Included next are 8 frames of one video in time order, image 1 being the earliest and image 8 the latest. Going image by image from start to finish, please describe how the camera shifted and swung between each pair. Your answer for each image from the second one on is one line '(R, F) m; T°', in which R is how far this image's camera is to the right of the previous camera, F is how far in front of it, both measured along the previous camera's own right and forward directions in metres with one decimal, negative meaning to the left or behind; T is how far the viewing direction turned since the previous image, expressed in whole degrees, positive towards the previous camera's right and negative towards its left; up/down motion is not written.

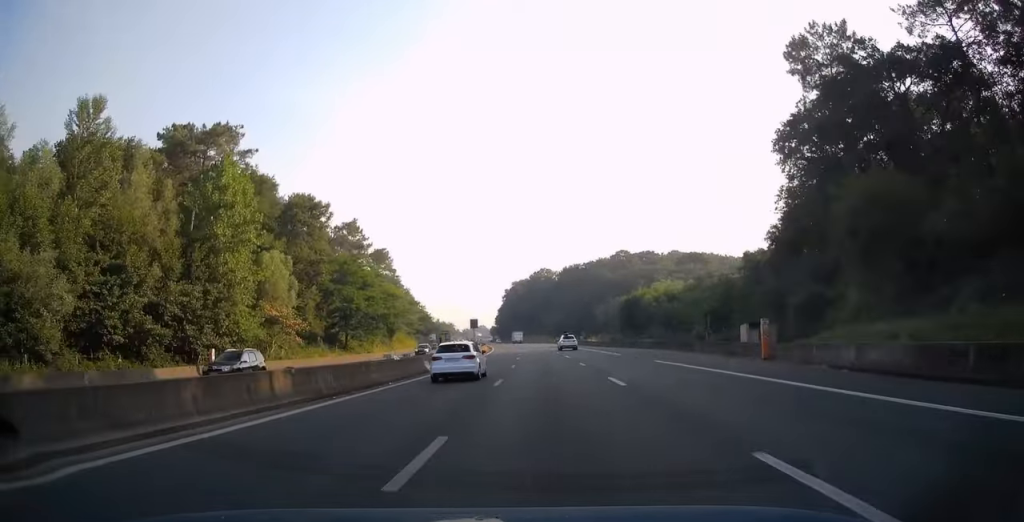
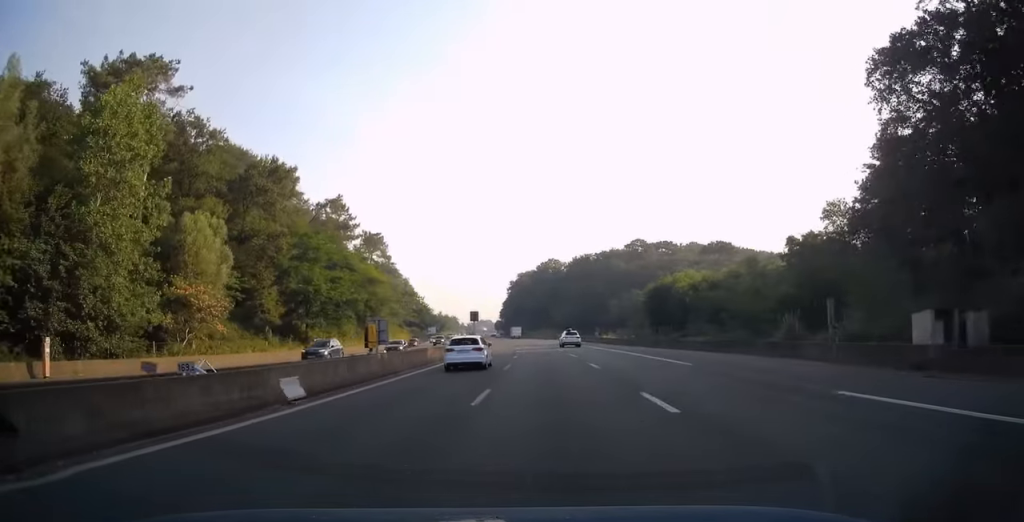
(-0.1, +19.1) m; -1°
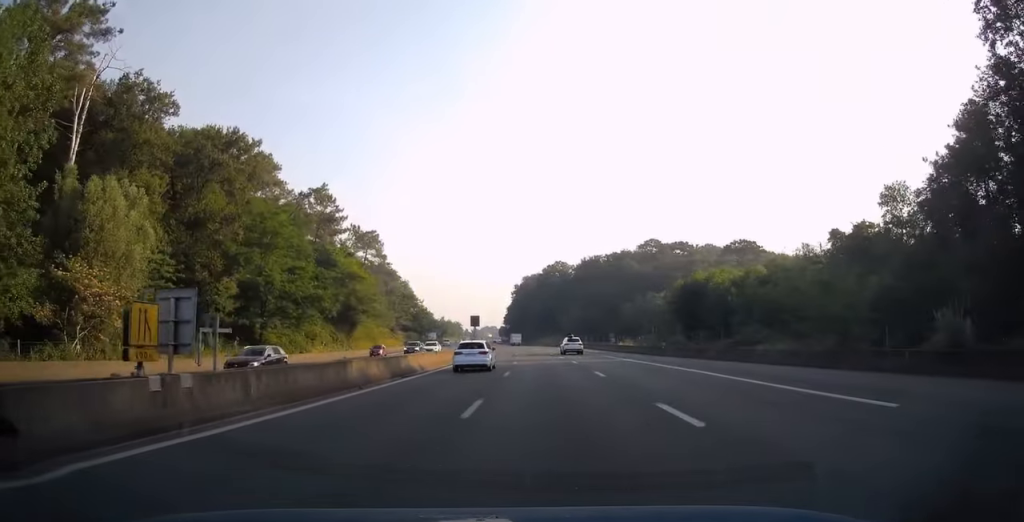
(-0.1, +14.7) m; -1°
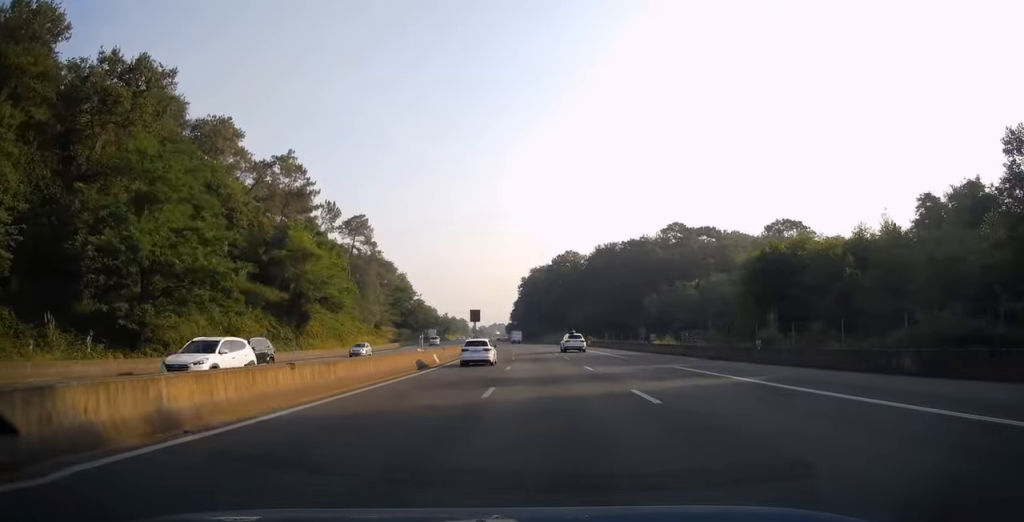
(-0.2, +22.5) m; -1°
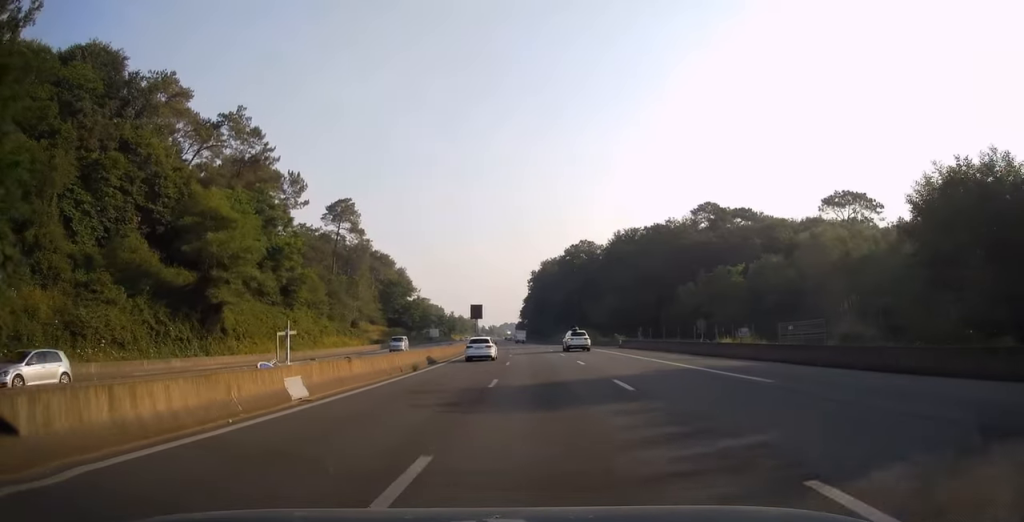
(-0.2, +23.0) m; -1°
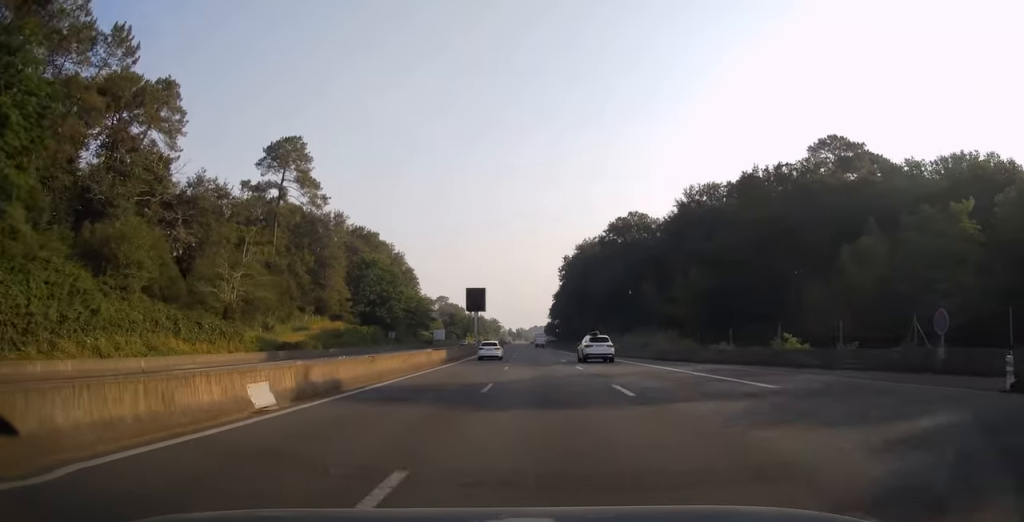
(-1.5, +53.1) m; -3°
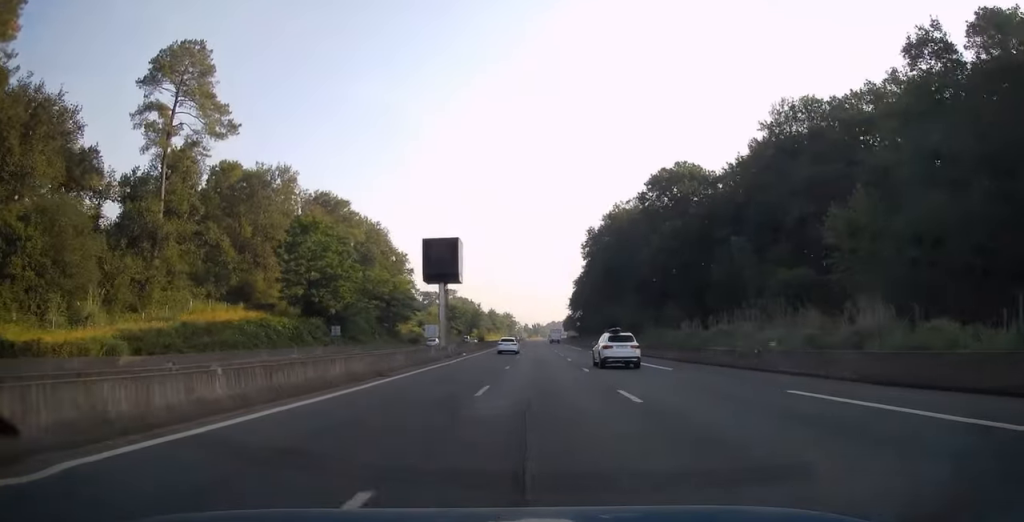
(-0.5, +40.1) m; -1°
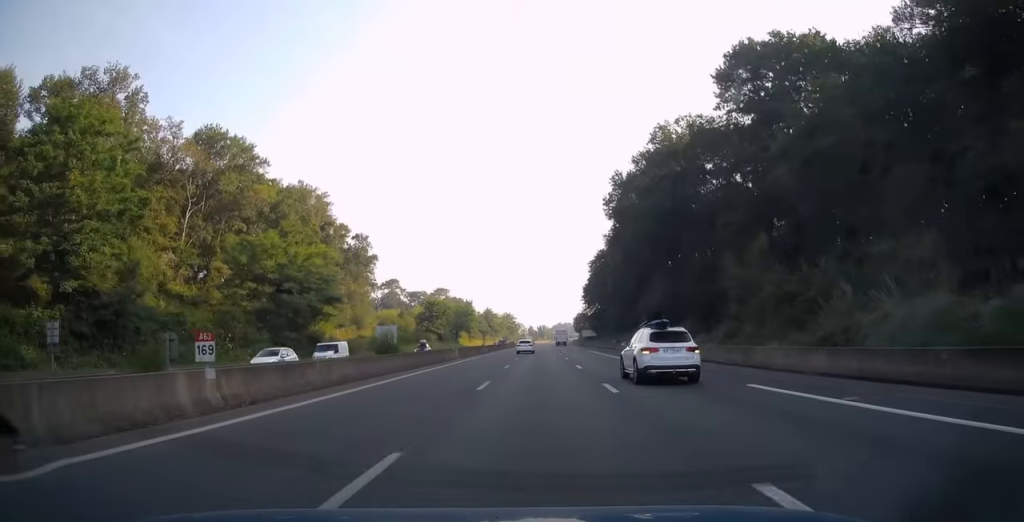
(-0.2, +49.3) m; 0°
